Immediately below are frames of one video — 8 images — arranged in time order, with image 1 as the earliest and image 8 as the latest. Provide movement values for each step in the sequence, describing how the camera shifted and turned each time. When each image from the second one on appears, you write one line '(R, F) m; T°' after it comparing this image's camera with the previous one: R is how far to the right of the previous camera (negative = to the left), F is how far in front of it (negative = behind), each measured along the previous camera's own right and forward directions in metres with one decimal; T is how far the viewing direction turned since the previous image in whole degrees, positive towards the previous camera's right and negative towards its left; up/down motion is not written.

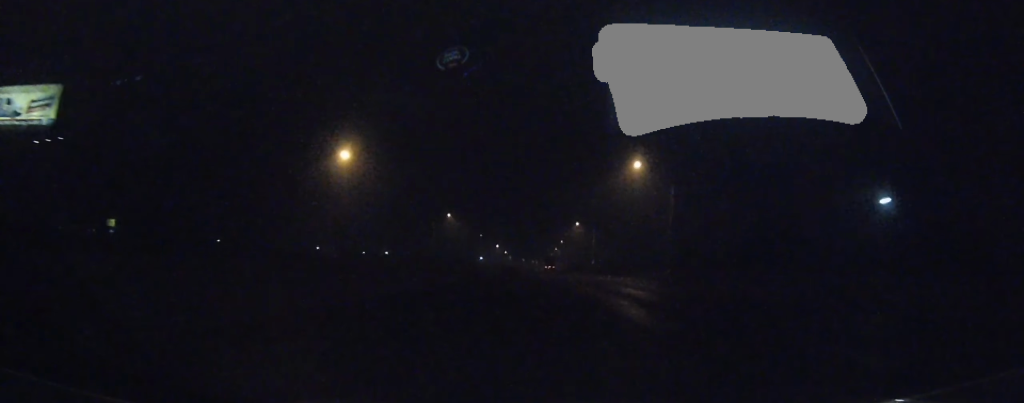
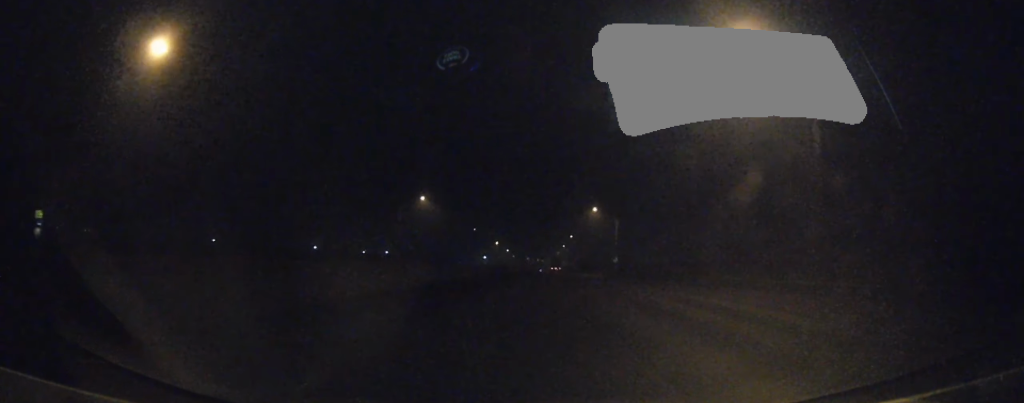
(-0.6, +40.7) m; -1°
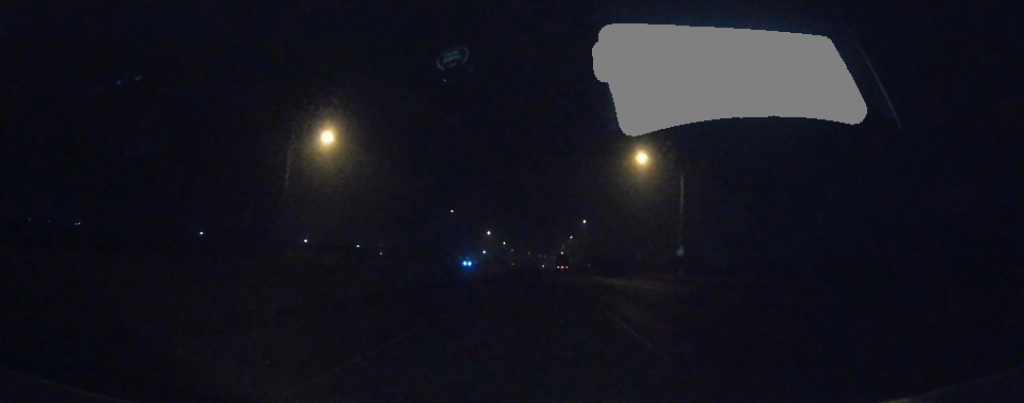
(+0.1, +55.2) m; 0°
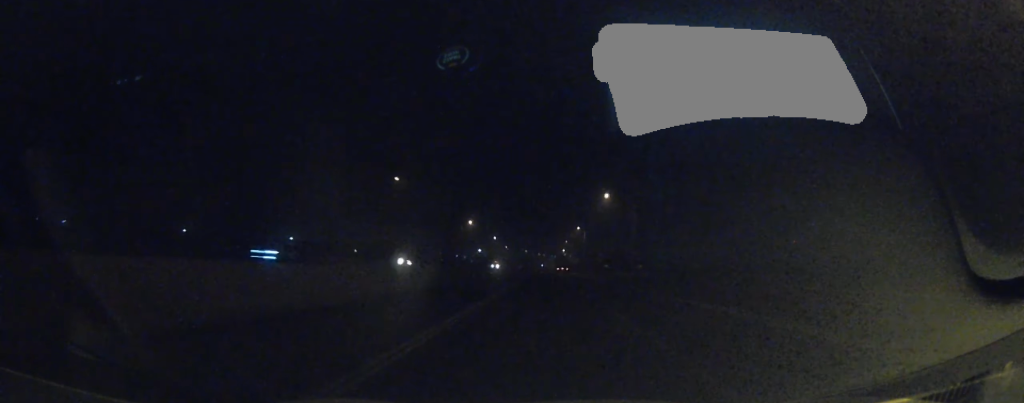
(-0.1, +55.9) m; 0°
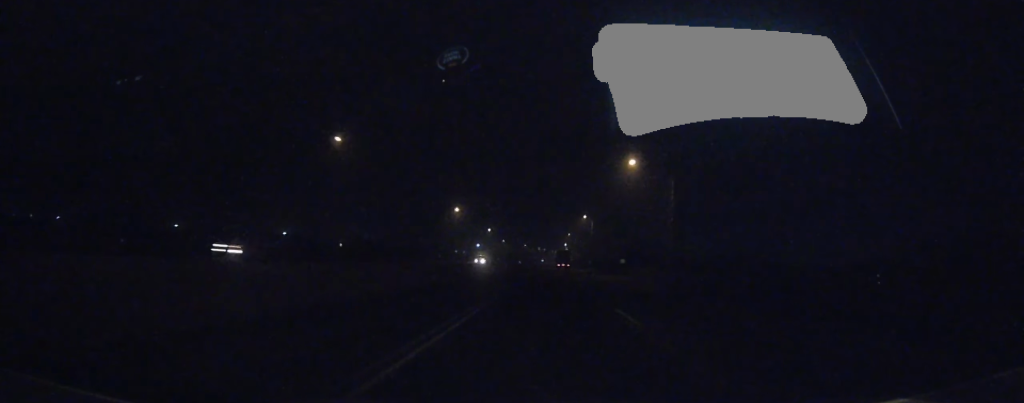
(0.0, +28.2) m; 0°
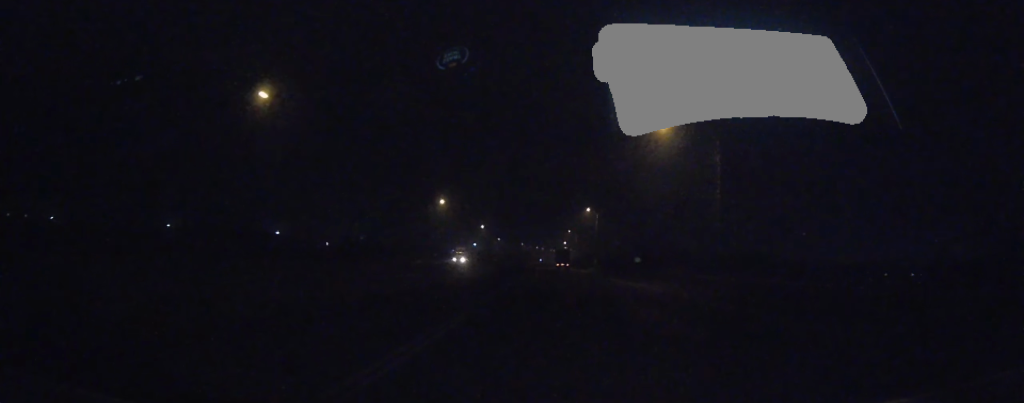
(0.0, +19.2) m; 0°
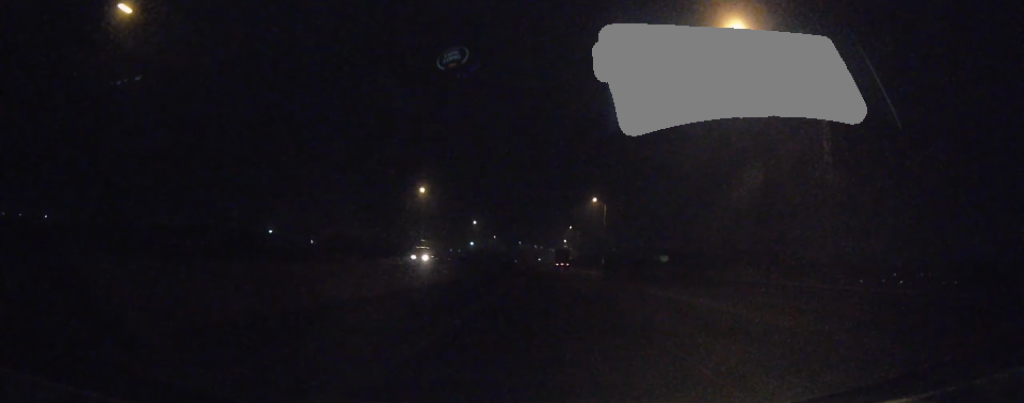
(-0.1, +20.4) m; +1°
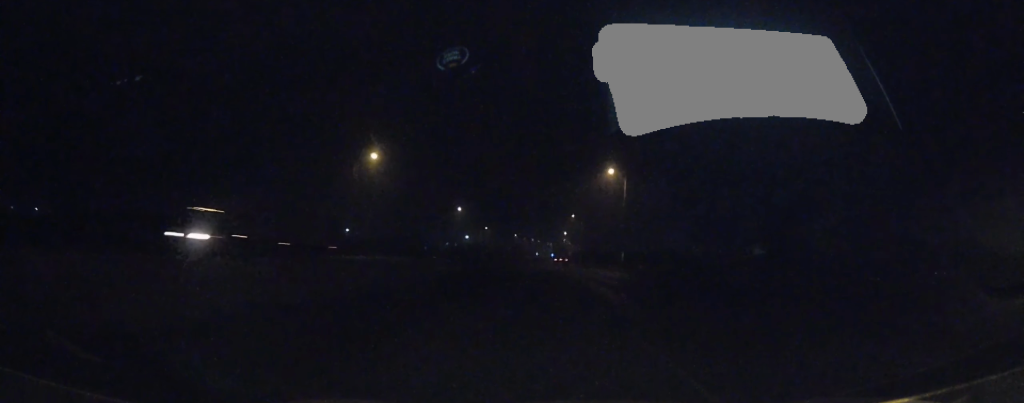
(+0.6, +31.9) m; 0°
